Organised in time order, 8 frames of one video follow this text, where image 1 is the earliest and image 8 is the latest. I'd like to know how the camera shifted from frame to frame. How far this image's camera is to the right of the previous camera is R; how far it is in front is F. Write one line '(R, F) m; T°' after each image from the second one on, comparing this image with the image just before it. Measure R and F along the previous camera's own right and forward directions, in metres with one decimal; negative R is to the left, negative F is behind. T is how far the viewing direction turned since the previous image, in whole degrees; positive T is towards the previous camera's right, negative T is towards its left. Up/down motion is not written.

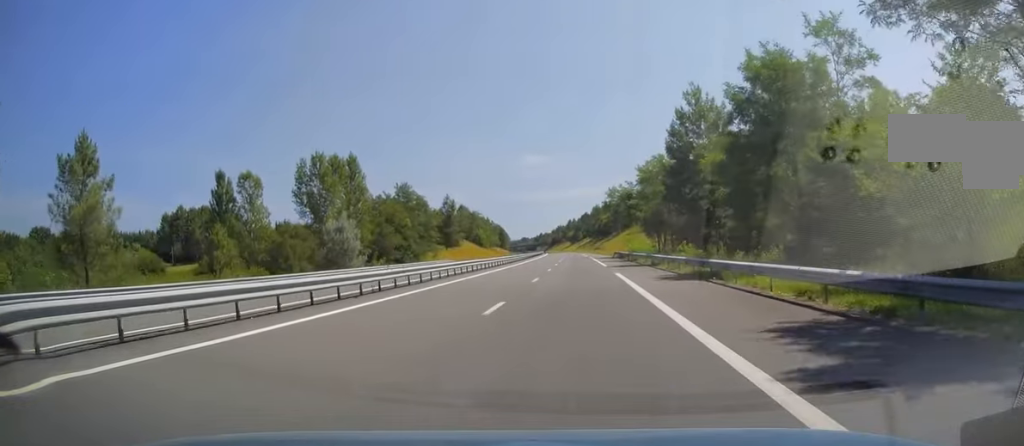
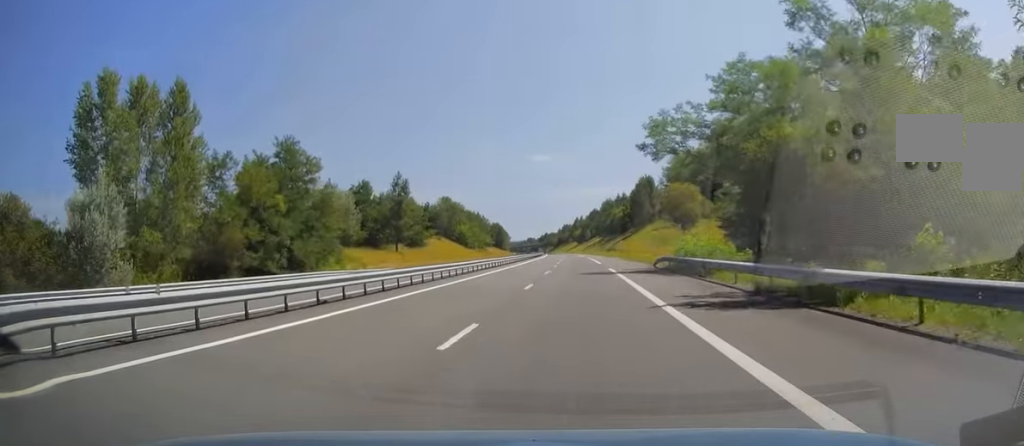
(-0.5, +43.7) m; -1°
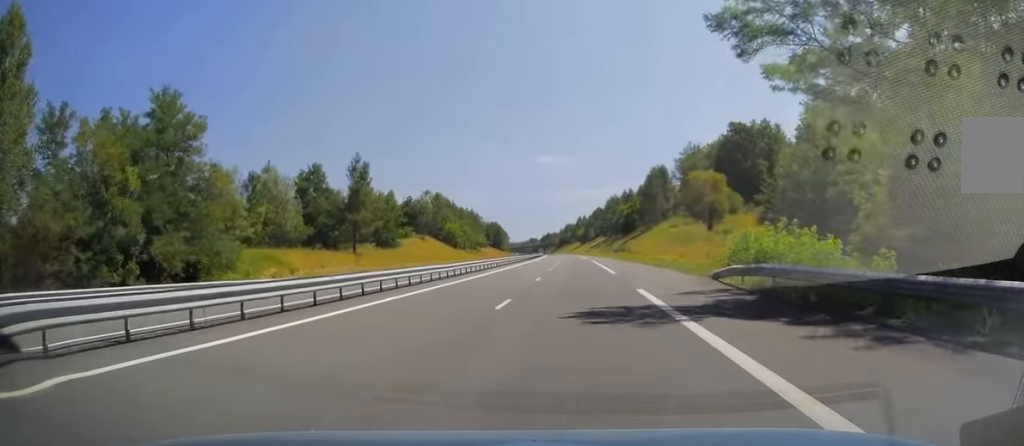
(+0.2, +20.1) m; 0°
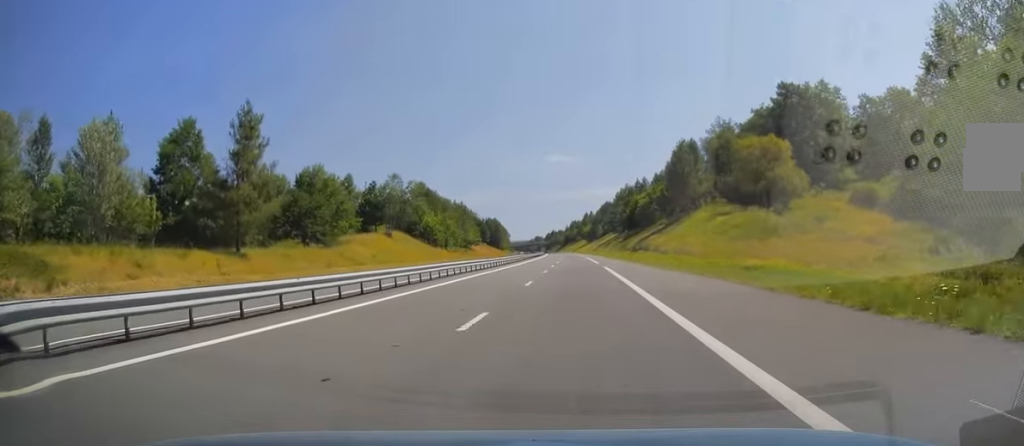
(-0.1, +29.9) m; -1°
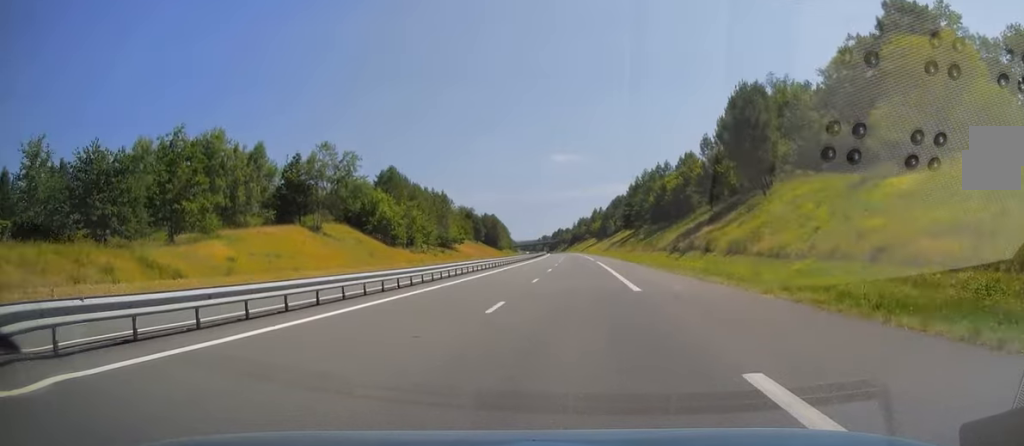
(-0.2, +35.9) m; -1°
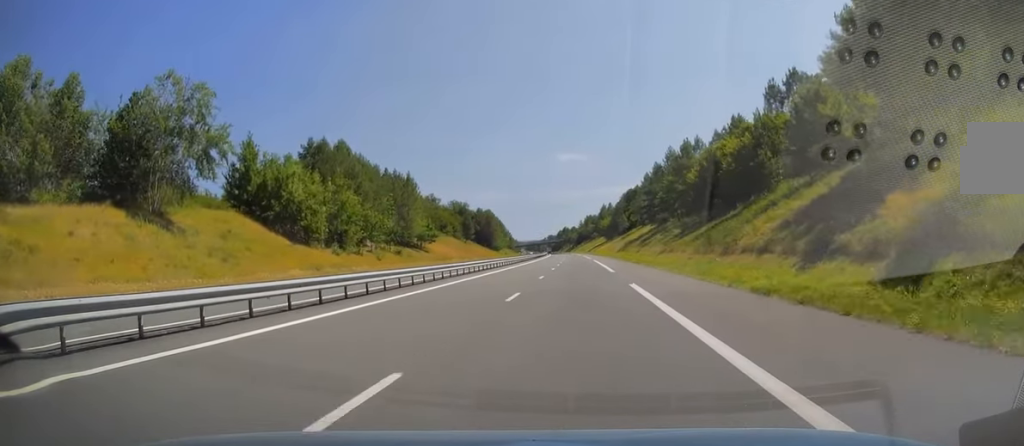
(-0.5, +35.9) m; -1°
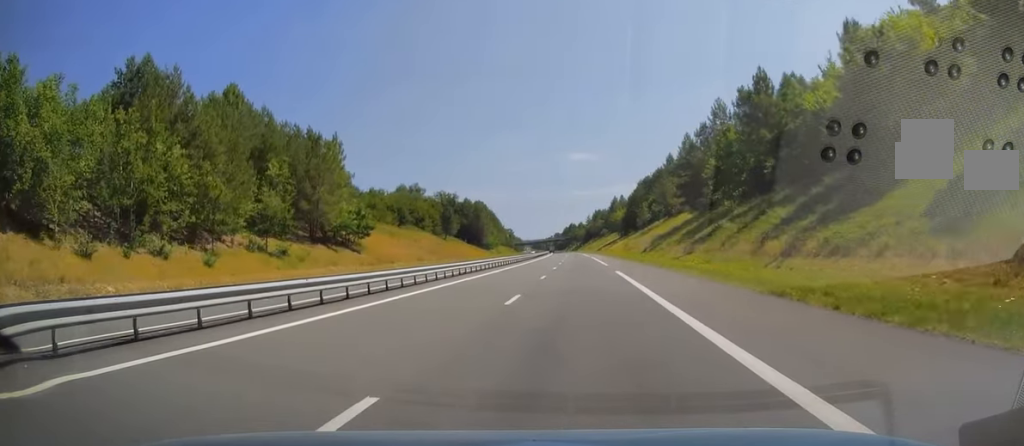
(+0.2, +40.2) m; 0°
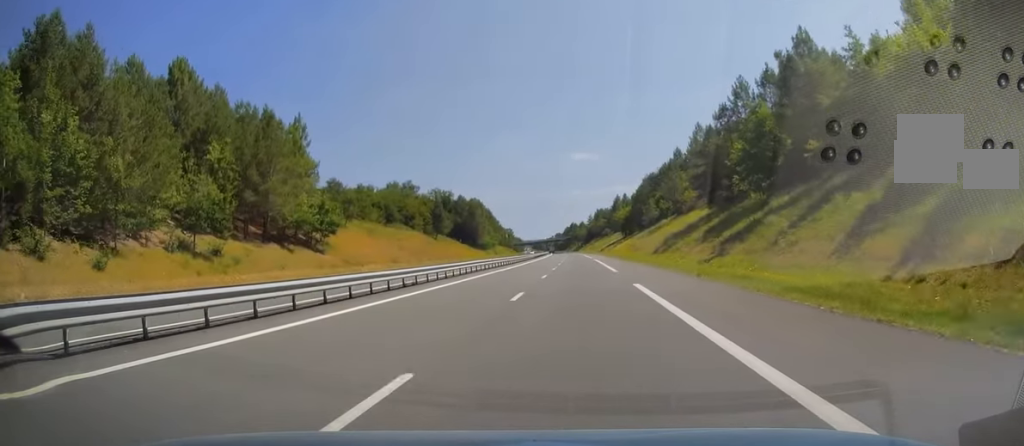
(+0.2, +11.8) m; 0°
